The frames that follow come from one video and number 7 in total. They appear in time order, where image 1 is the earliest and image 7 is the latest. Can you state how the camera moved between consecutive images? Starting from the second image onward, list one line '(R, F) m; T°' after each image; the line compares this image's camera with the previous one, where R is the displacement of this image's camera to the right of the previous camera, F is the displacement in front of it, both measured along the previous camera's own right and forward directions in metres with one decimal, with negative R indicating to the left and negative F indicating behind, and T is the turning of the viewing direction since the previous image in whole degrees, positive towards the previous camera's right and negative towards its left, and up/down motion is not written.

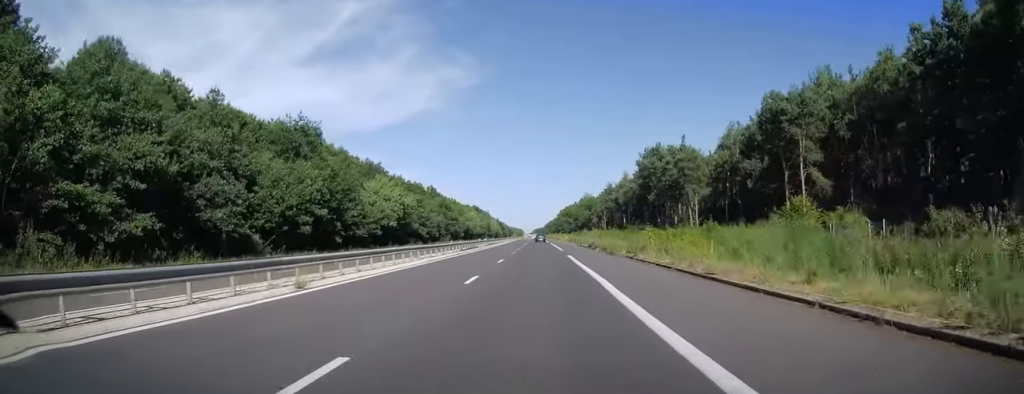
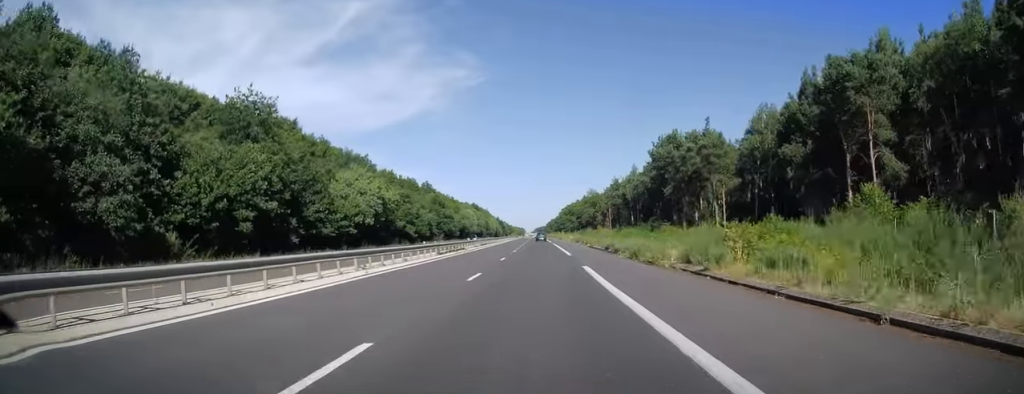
(0.0, +12.2) m; 0°
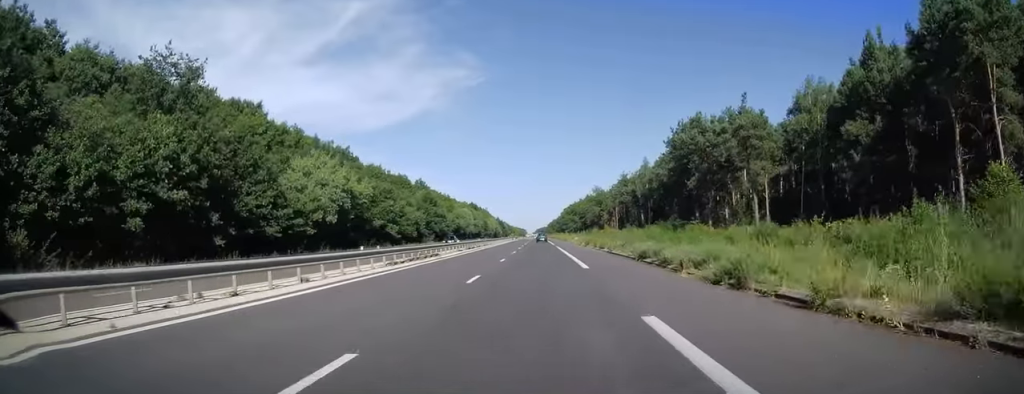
(-0.1, +13.7) m; 0°
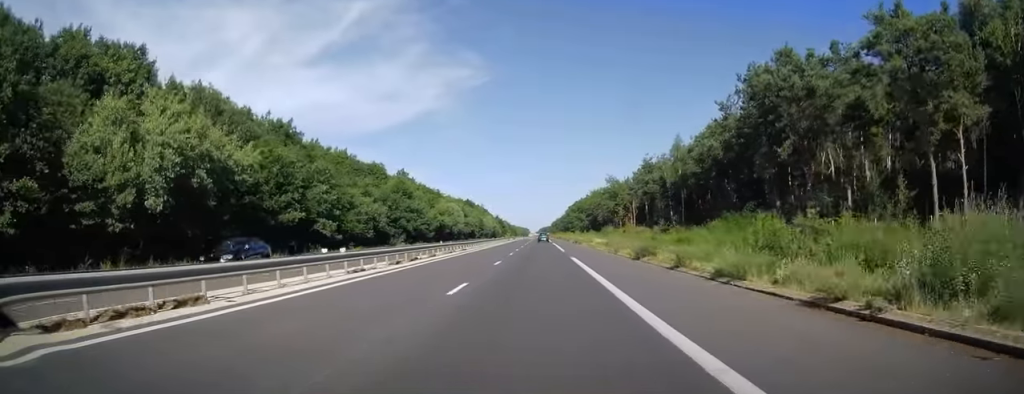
(-0.1, +29.3) m; 0°
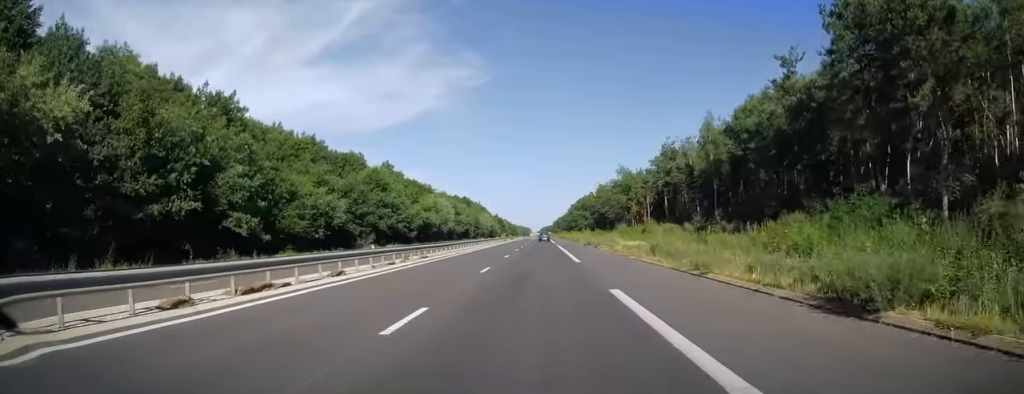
(0.0, +18.6) m; 0°
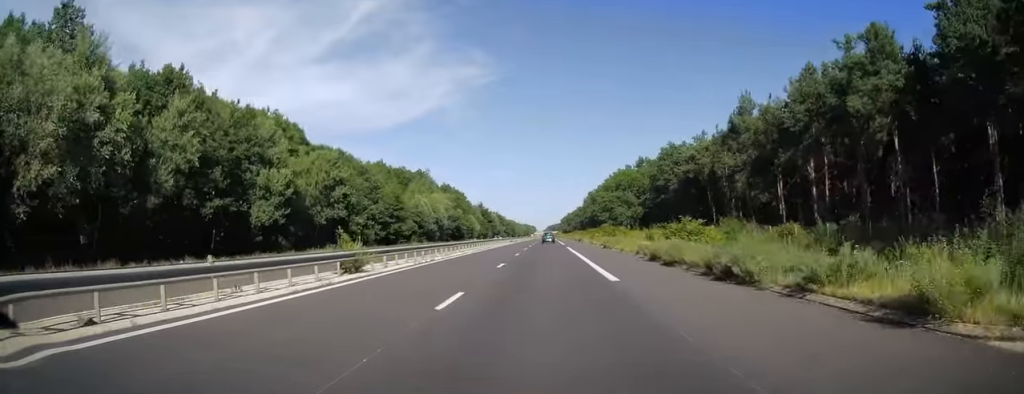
(-1.0, +115.3) m; 0°
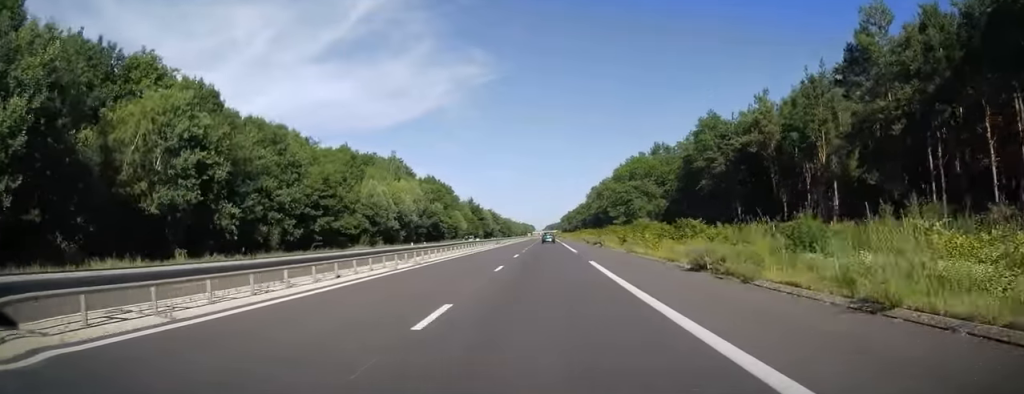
(0.0, +28.5) m; 0°
